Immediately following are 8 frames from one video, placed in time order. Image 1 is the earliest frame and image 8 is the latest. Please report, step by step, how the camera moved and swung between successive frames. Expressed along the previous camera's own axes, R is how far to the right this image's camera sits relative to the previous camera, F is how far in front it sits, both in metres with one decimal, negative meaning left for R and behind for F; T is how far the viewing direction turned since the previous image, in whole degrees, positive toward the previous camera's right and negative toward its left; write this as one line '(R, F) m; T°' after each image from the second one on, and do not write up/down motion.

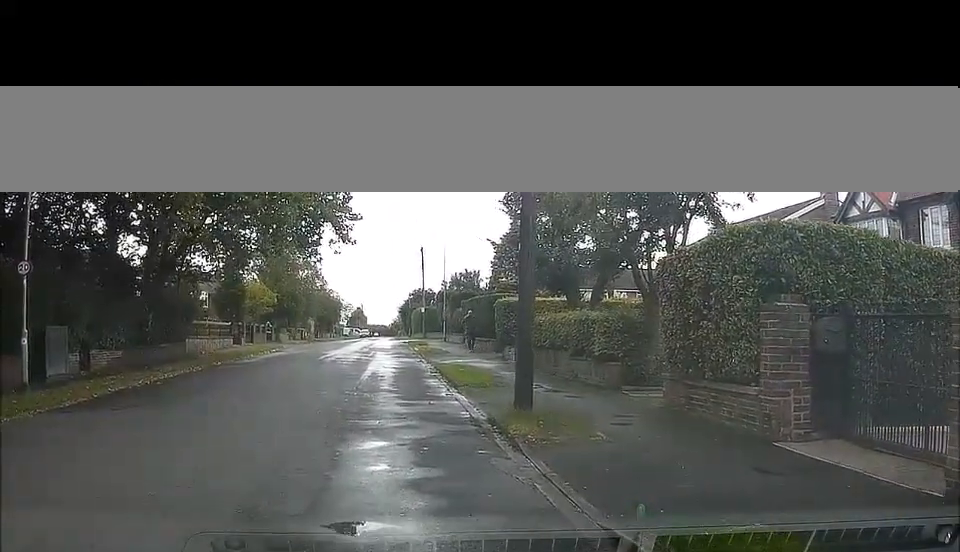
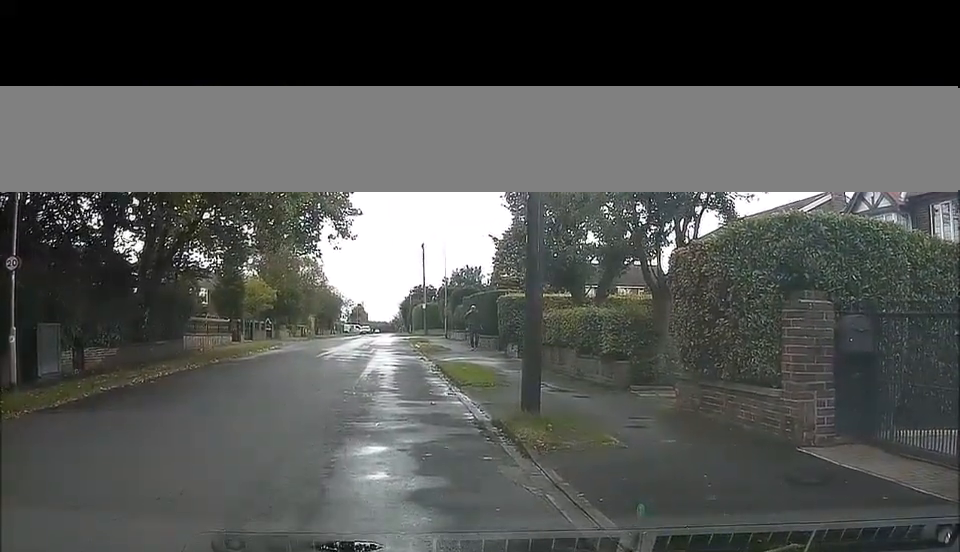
(0.0, +0.7) m; 0°
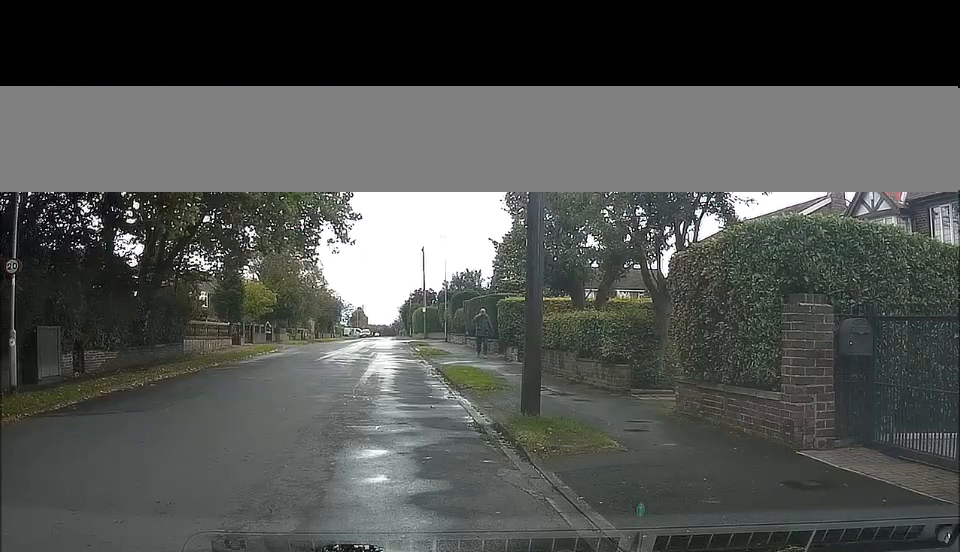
(+0.1, +0.3) m; 0°
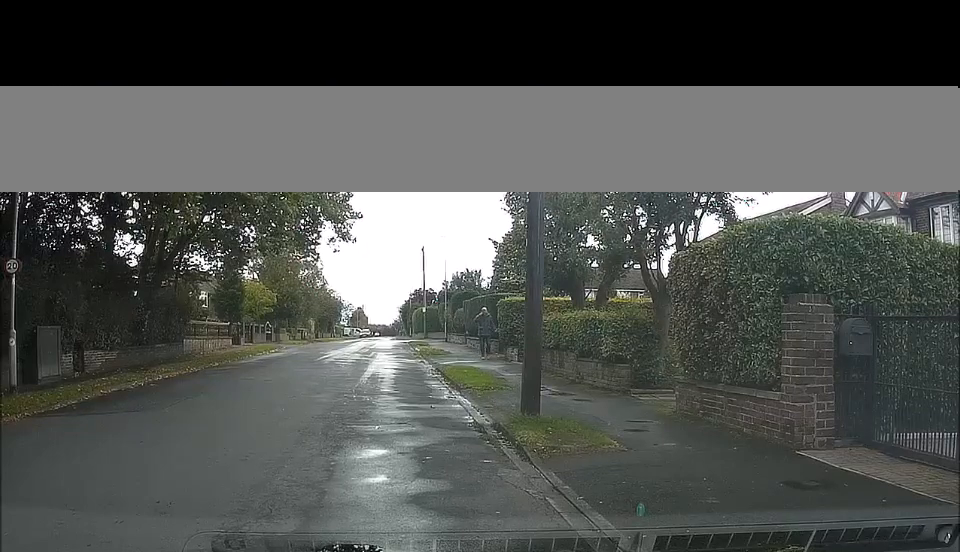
(0.0, 0.0) m; 0°
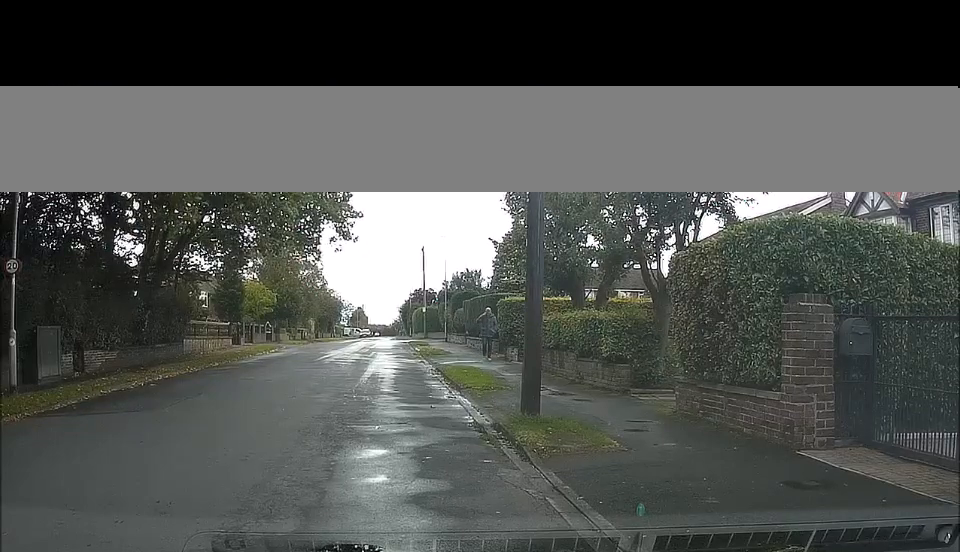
(0.0, 0.0) m; 0°
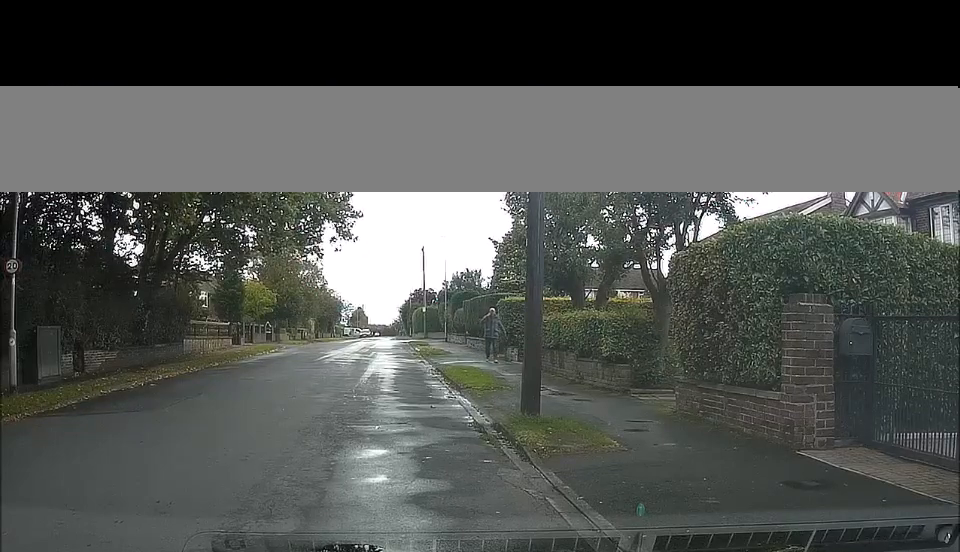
(0.0, 0.0) m; 0°
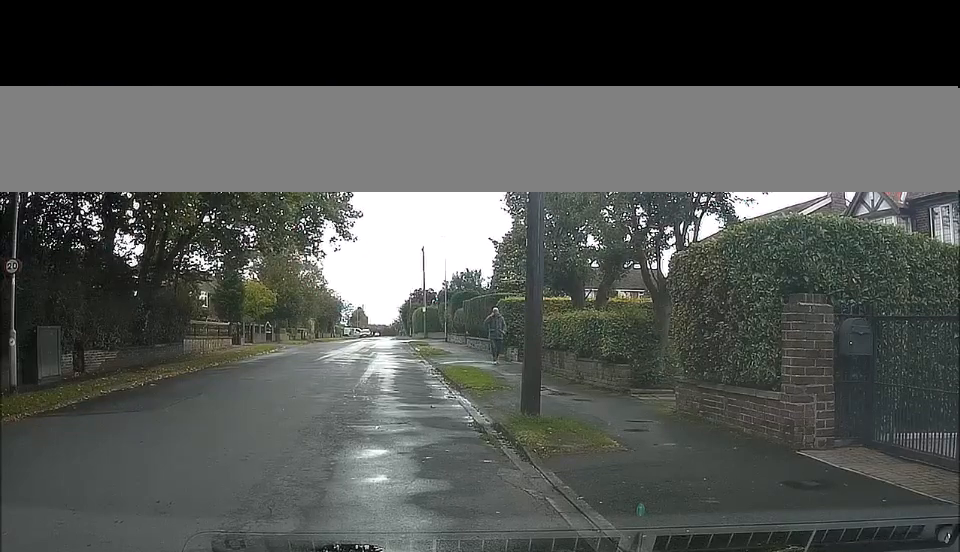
(0.0, 0.0) m; 0°
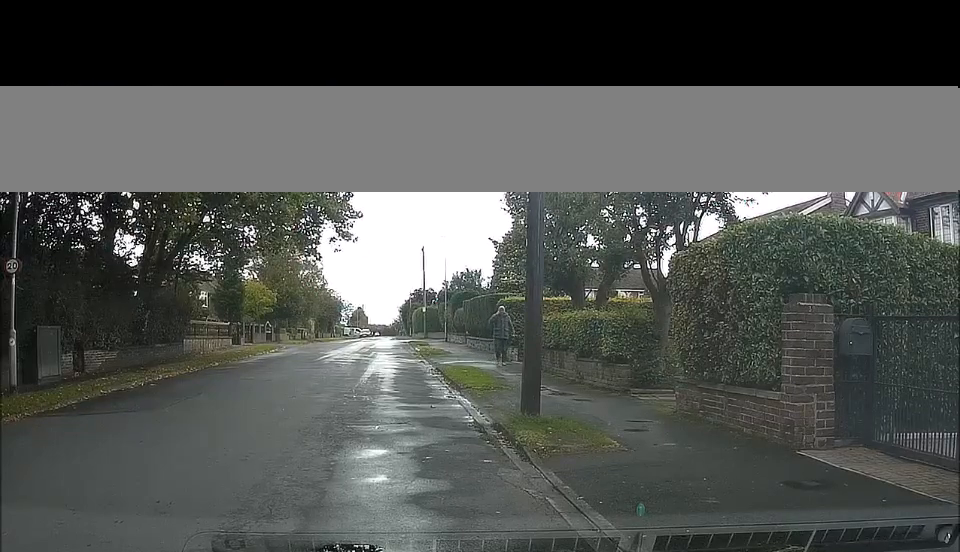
(0.0, 0.0) m; 0°
